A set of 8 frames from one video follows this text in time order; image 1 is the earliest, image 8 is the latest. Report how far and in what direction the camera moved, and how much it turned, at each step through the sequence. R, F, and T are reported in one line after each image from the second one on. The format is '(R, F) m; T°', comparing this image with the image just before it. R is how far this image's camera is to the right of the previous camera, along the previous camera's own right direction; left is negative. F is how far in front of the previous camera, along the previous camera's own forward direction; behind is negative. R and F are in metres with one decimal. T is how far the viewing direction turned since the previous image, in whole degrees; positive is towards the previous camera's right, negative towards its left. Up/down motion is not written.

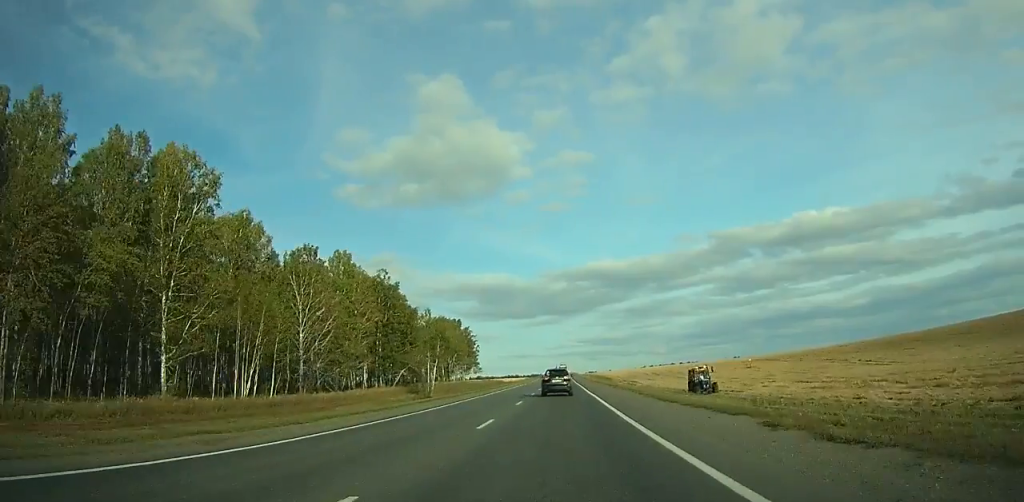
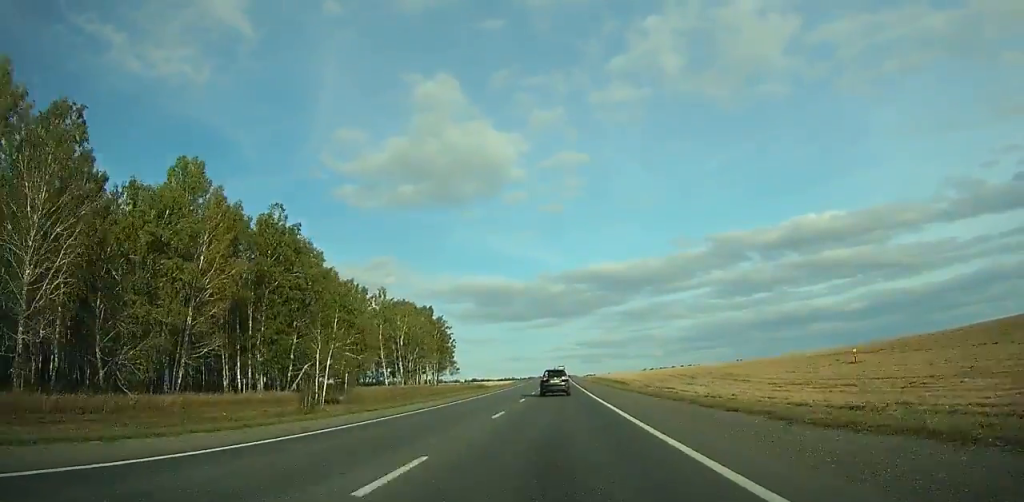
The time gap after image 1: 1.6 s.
(-0.2, +44.3) m; 0°
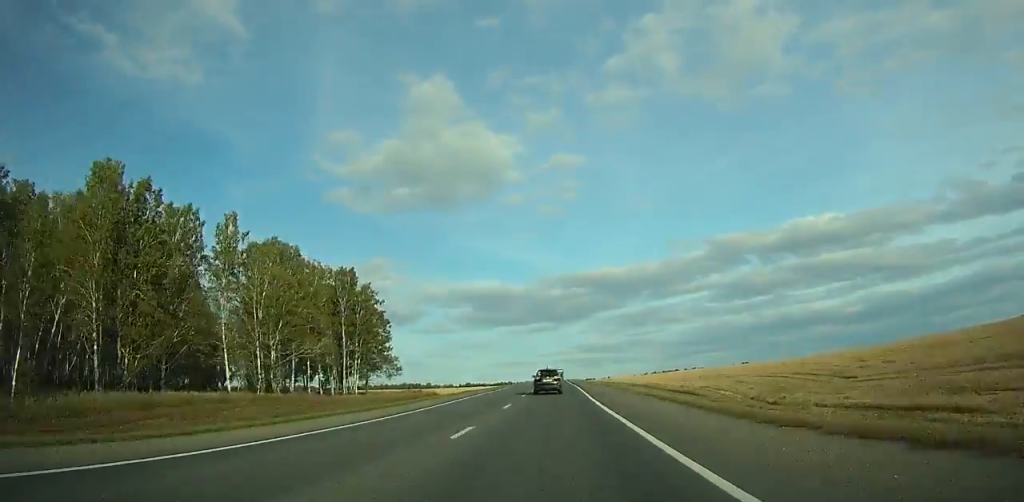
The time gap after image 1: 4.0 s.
(-0.1, +66.9) m; 0°
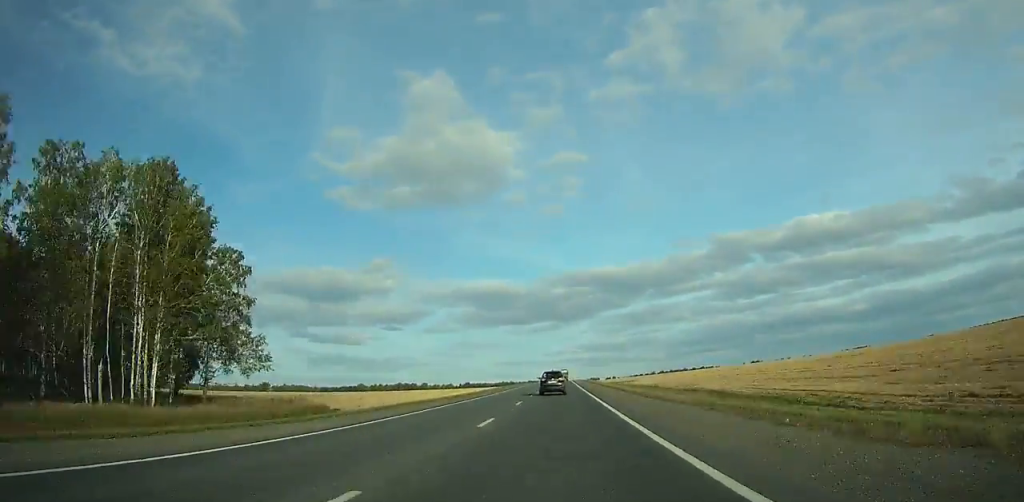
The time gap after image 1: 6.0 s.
(0.0, +56.3) m; 0°
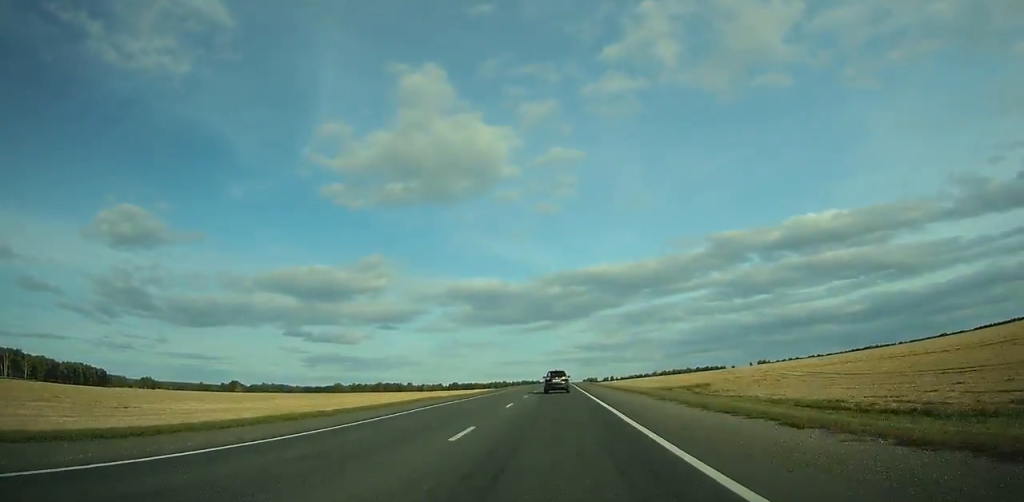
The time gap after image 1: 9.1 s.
(+0.1, +88.9) m; 0°
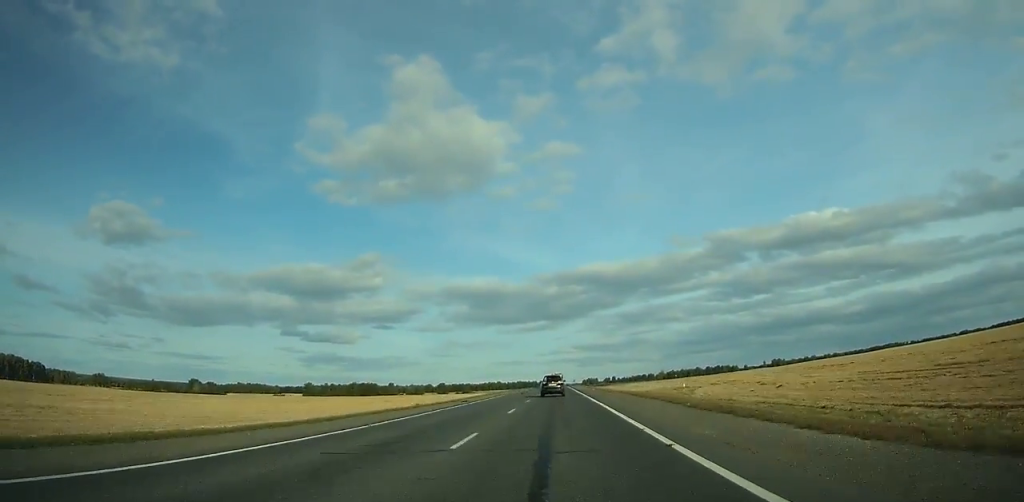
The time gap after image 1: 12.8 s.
(+0.2, +108.7) m; 0°
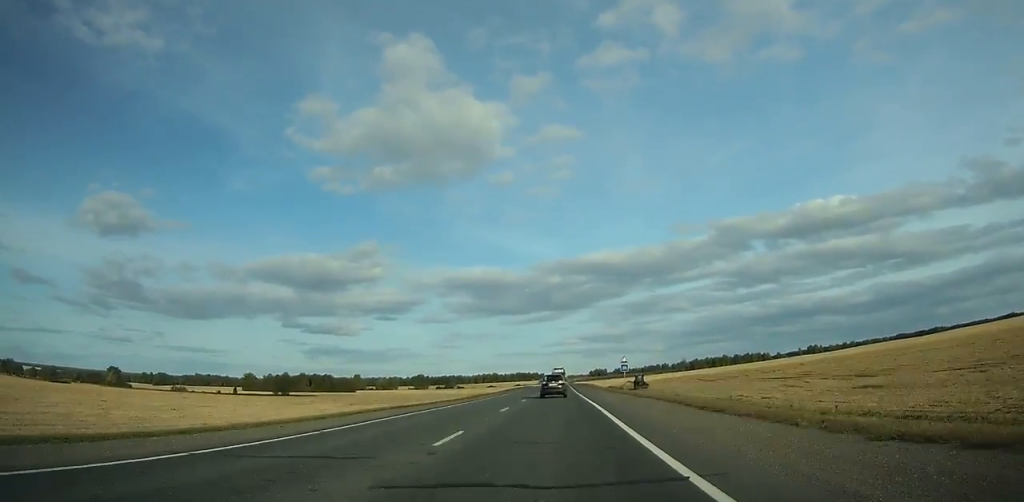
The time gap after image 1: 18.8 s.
(-0.4, +178.0) m; 0°
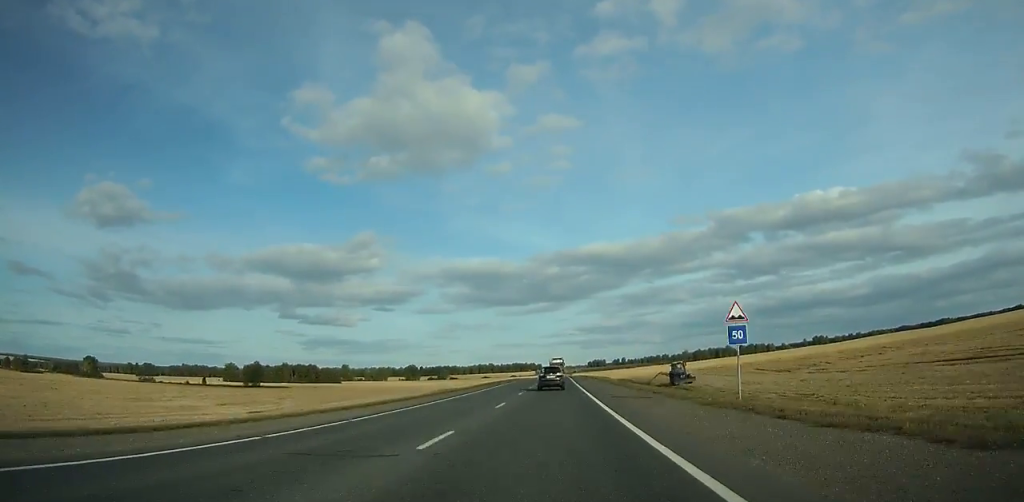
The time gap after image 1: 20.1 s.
(0.0, +38.0) m; 0°
